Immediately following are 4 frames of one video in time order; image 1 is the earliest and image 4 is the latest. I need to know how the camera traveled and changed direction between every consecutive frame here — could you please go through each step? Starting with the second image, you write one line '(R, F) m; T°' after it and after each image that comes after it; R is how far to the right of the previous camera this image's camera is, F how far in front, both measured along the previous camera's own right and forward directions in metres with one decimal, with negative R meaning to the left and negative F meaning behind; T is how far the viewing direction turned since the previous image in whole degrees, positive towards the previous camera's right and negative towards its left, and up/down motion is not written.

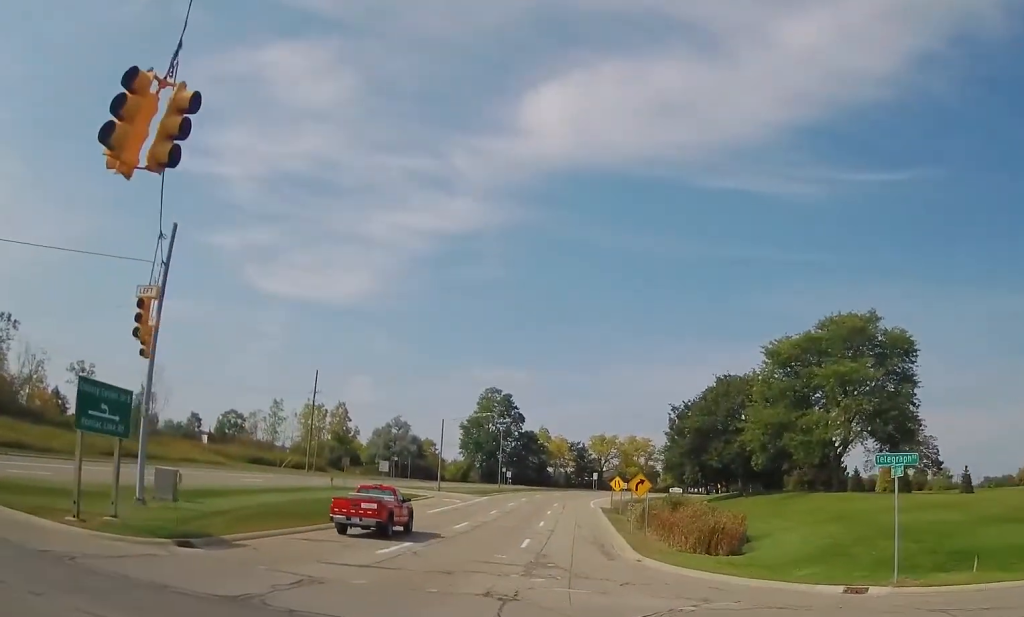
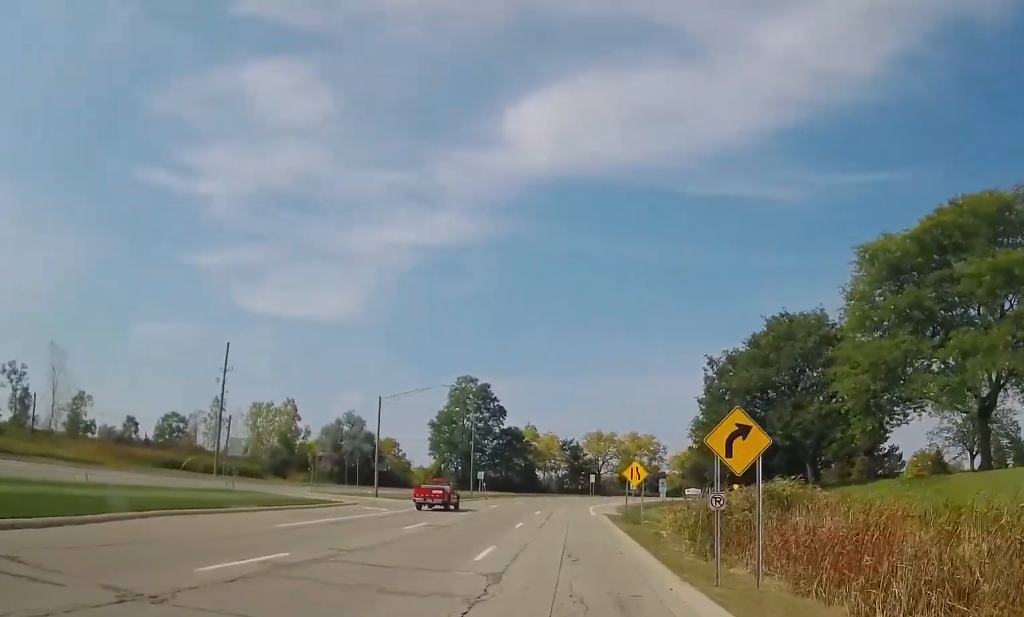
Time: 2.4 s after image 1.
(-0.7, +22.3) m; -1°
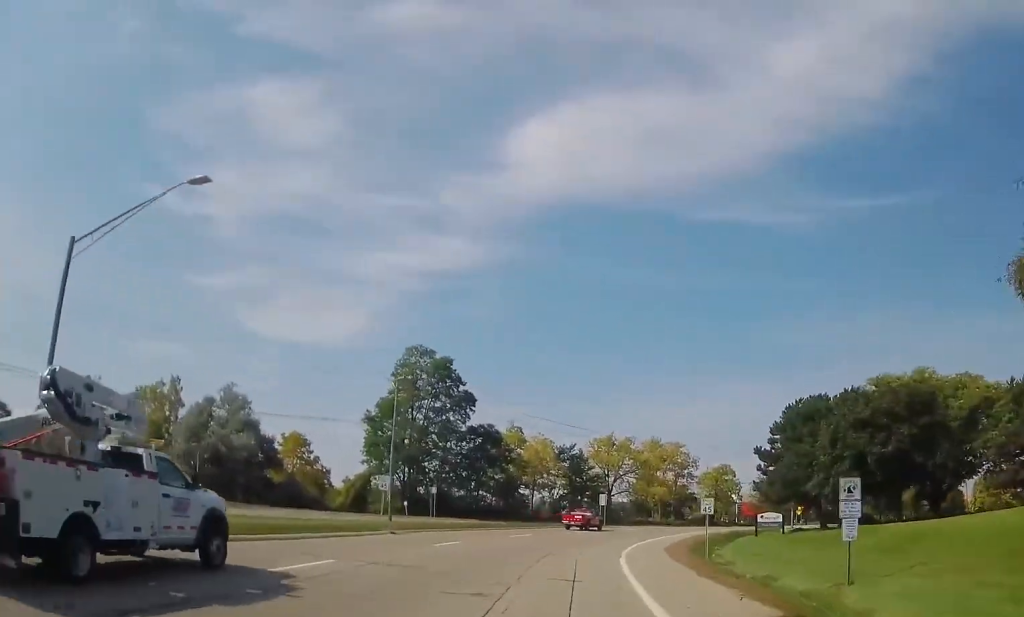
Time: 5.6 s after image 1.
(-0.9, +39.9) m; -3°
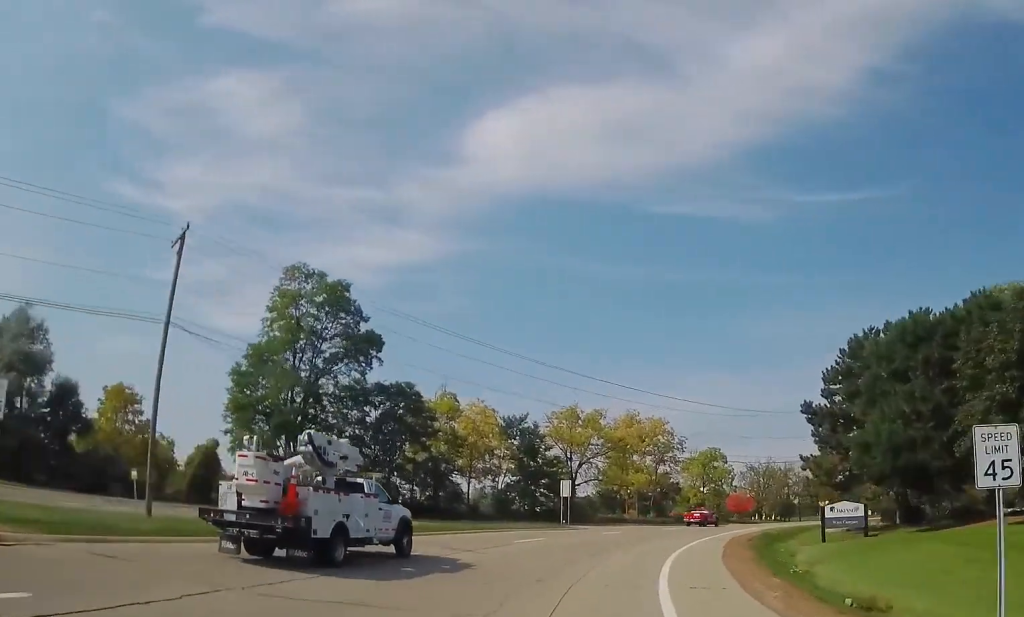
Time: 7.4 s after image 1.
(+0.2, +26.1) m; +3°
